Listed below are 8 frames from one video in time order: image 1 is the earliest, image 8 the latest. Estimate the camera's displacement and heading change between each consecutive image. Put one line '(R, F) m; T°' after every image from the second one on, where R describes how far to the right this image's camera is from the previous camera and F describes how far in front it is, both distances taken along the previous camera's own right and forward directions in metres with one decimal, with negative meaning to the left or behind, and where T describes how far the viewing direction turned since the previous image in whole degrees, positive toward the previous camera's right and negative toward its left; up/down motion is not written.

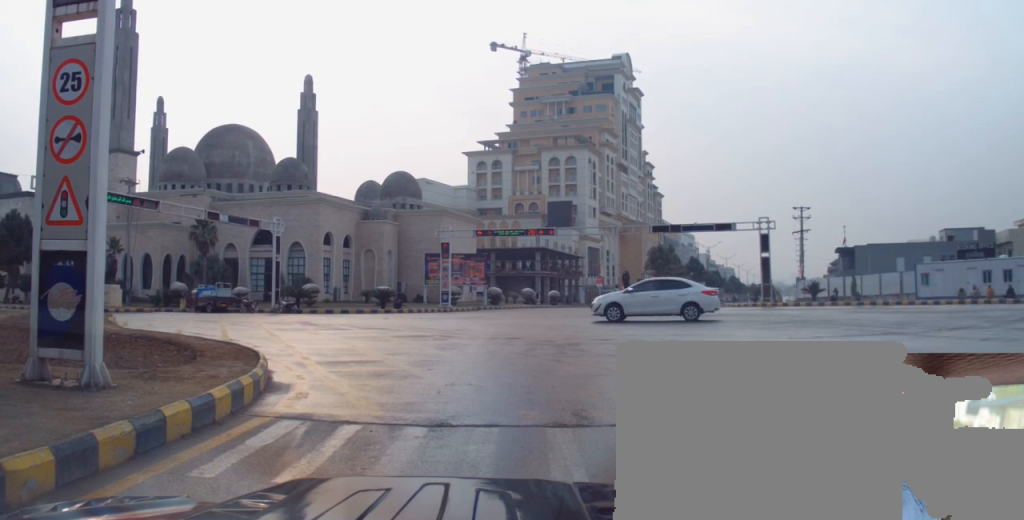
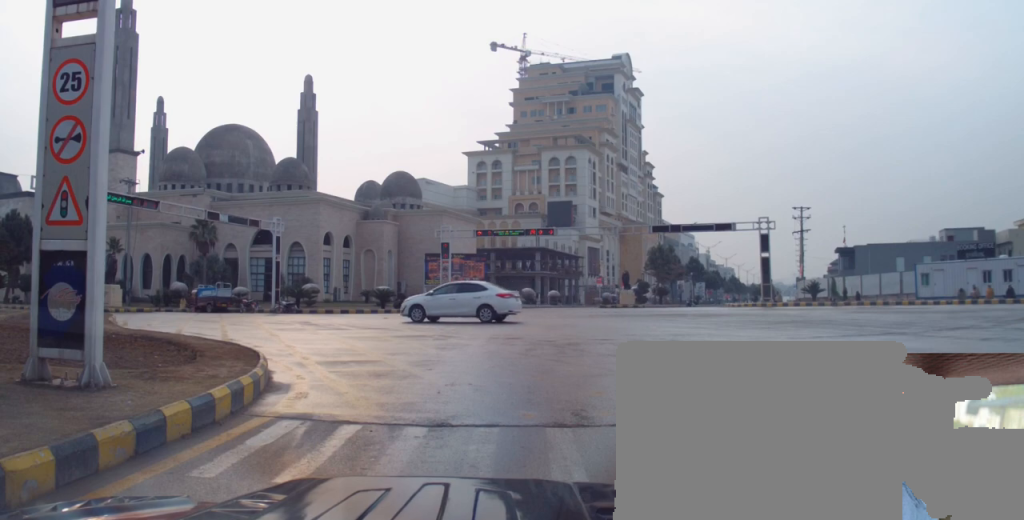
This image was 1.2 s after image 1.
(0.0, 0.0) m; 0°
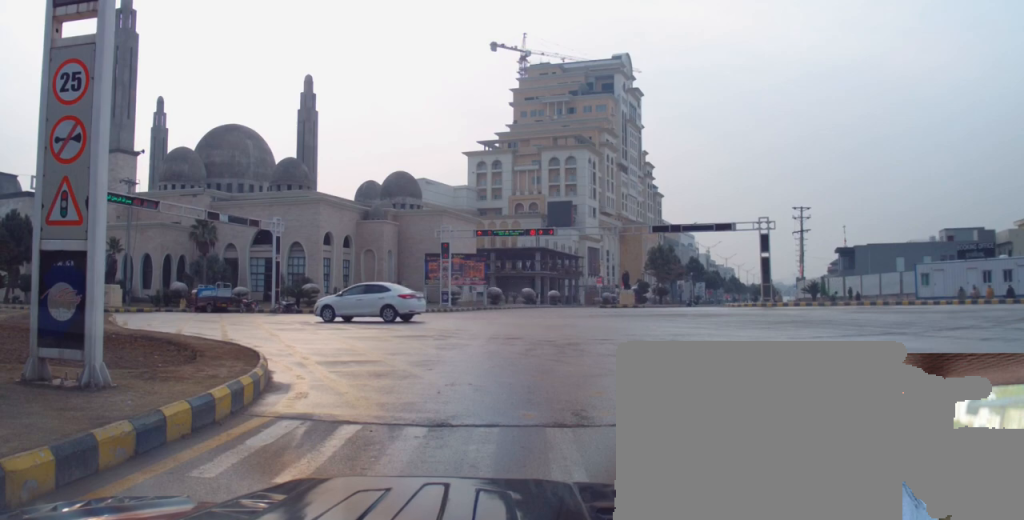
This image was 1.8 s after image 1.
(0.0, 0.0) m; 0°
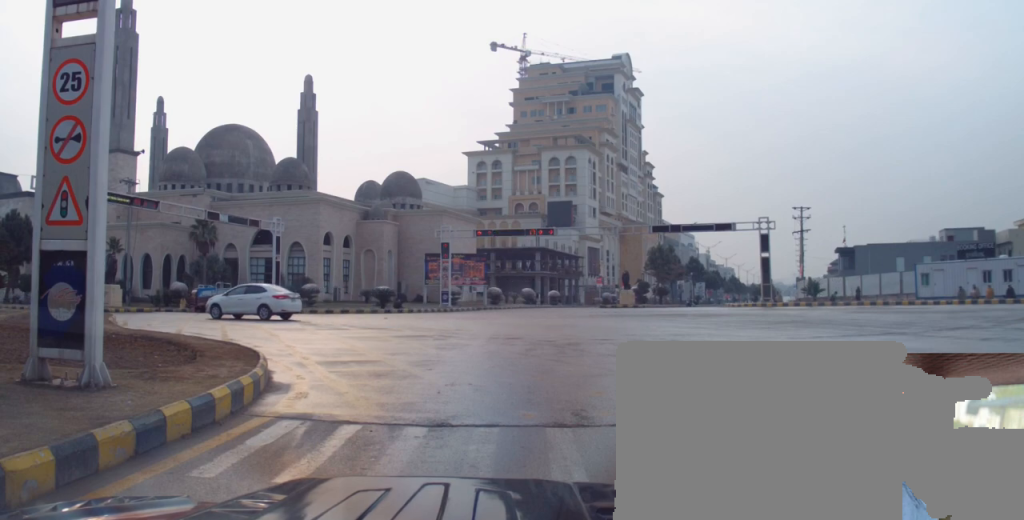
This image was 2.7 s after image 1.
(0.0, 0.0) m; 0°
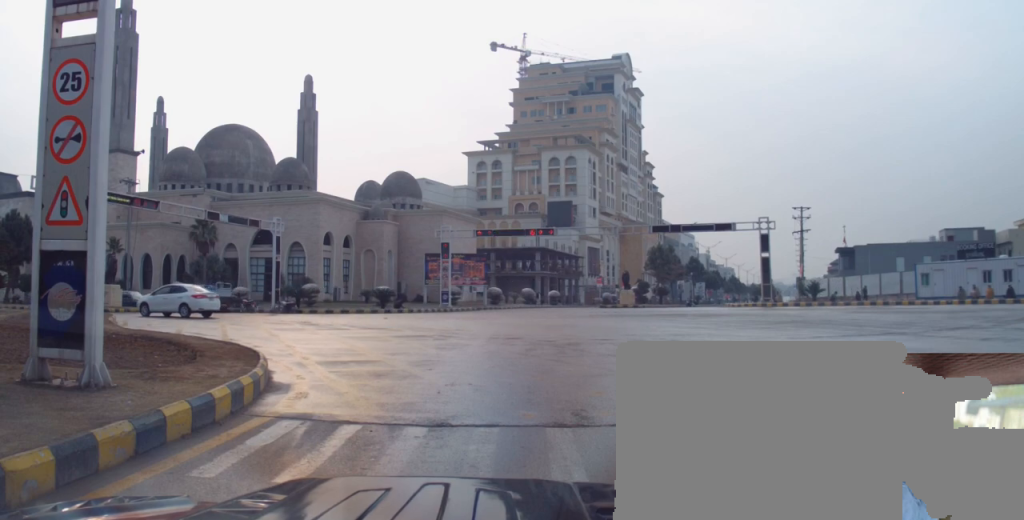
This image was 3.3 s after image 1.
(0.0, 0.0) m; 0°
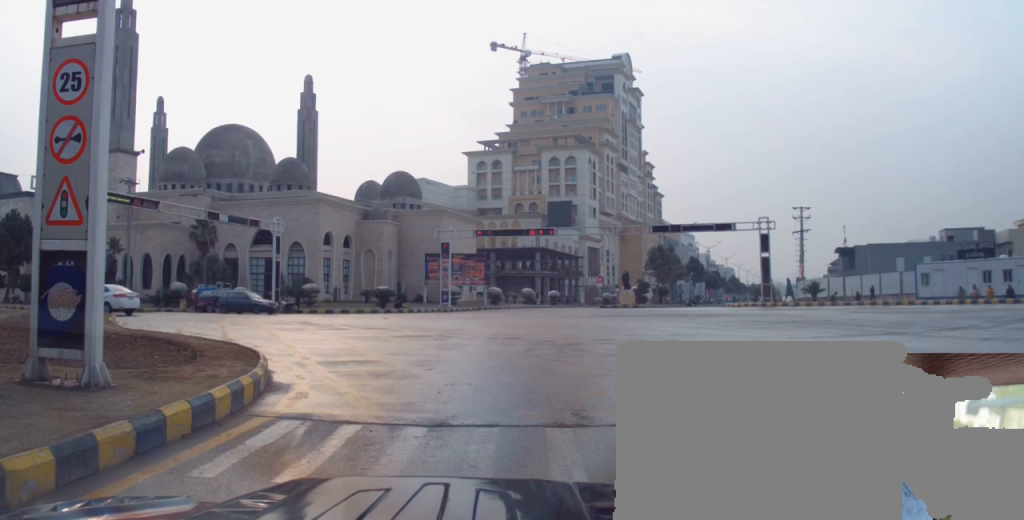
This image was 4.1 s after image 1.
(0.0, 0.0) m; 0°
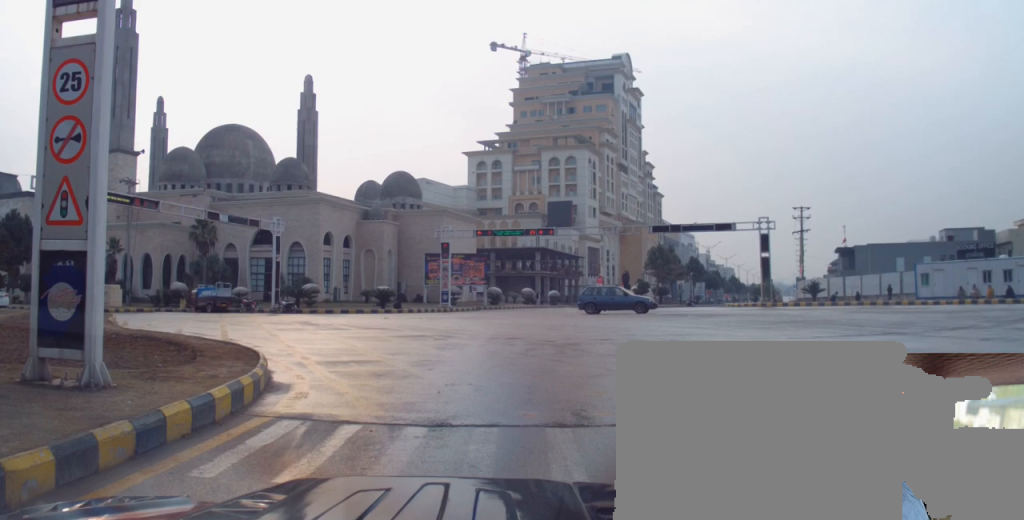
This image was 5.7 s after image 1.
(0.0, 0.0) m; 0°
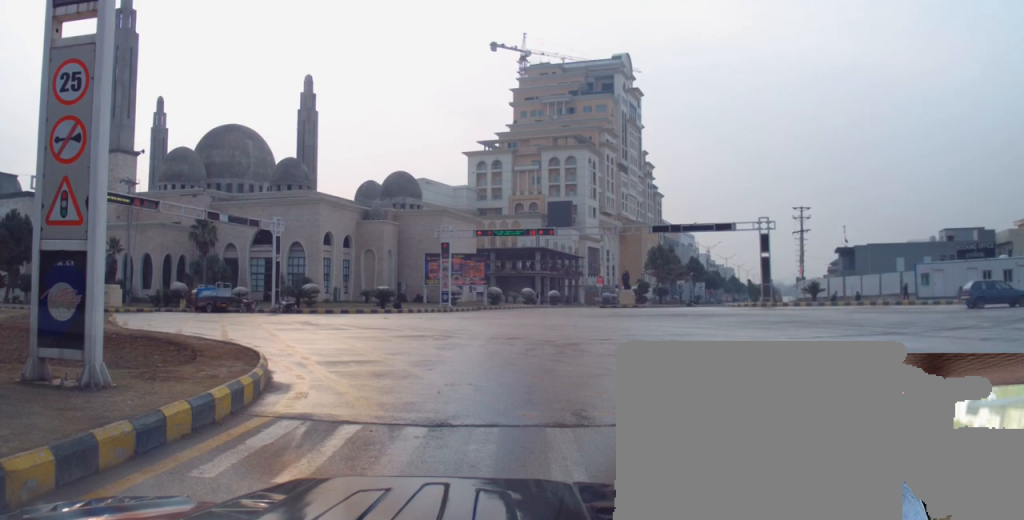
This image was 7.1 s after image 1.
(0.0, 0.0) m; 0°
